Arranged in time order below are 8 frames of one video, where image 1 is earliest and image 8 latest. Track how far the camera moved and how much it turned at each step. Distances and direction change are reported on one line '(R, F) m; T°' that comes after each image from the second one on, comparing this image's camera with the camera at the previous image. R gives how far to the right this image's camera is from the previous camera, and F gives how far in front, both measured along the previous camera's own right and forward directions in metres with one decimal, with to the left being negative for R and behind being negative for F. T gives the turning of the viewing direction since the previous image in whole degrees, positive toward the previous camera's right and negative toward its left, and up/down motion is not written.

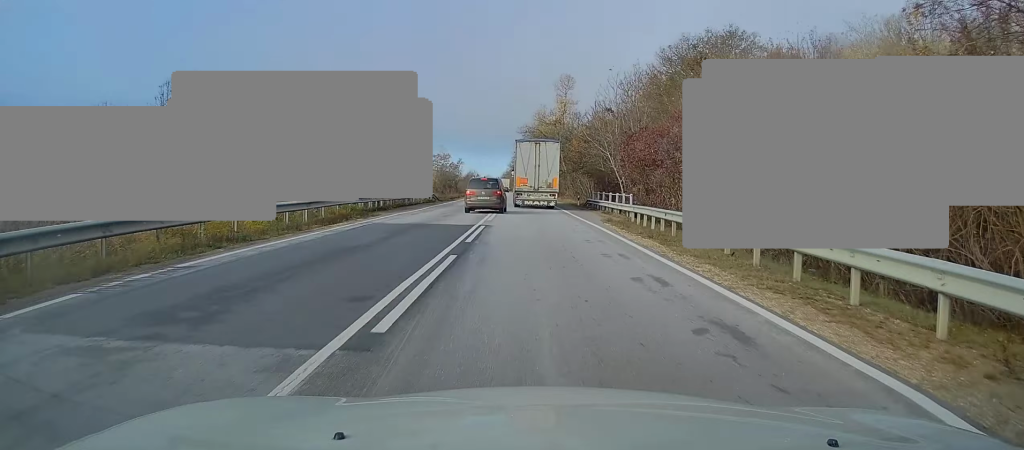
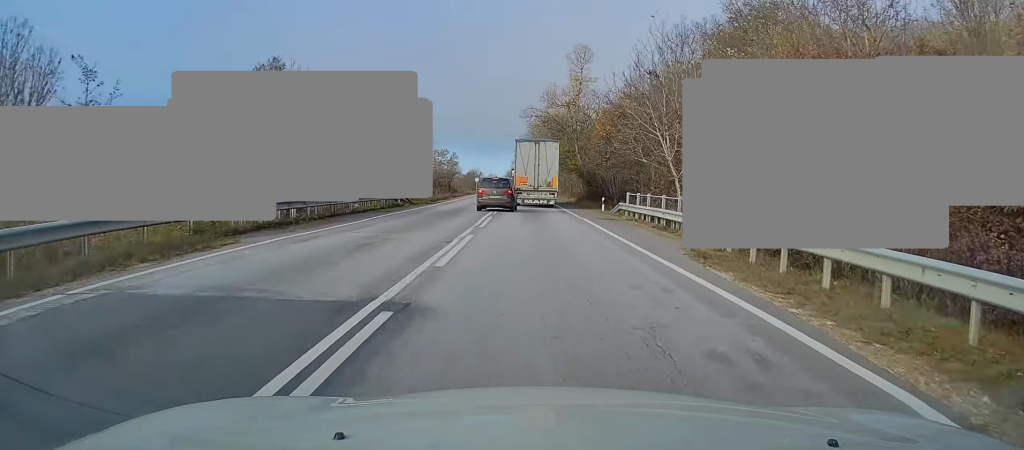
(-0.3, +13.9) m; 0°
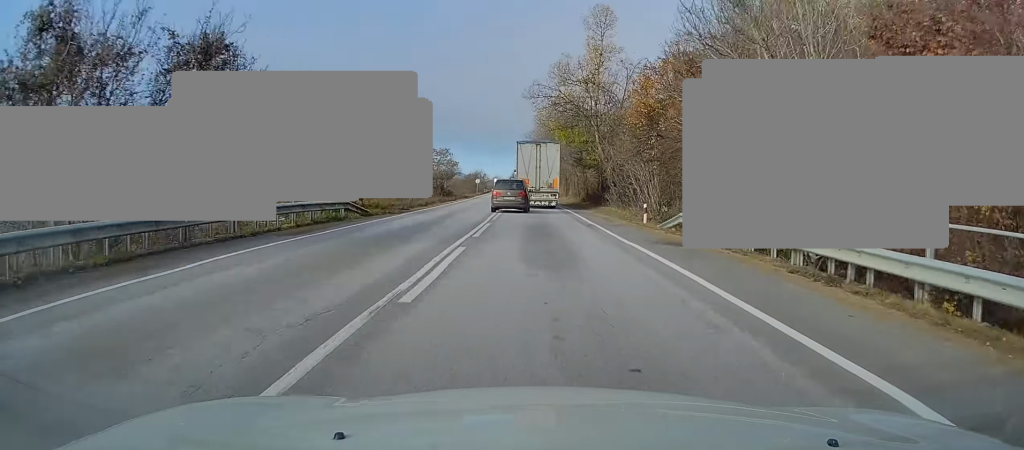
(+0.2, +11.9) m; 0°
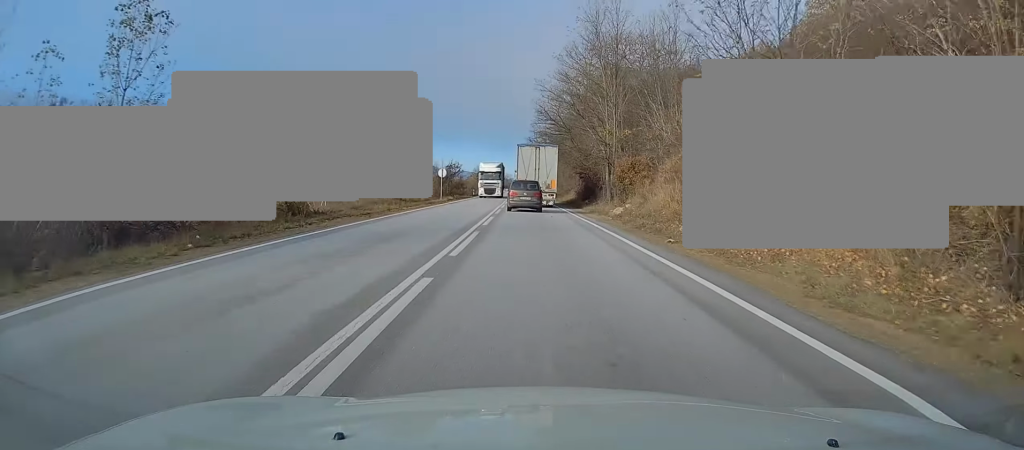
(-1.8, +58.2) m; -3°
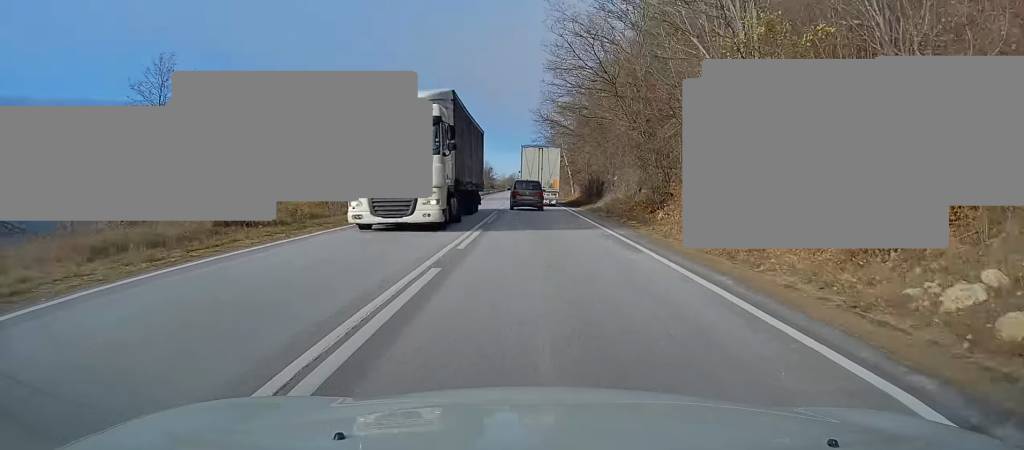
(+0.2, +25.8) m; 0°
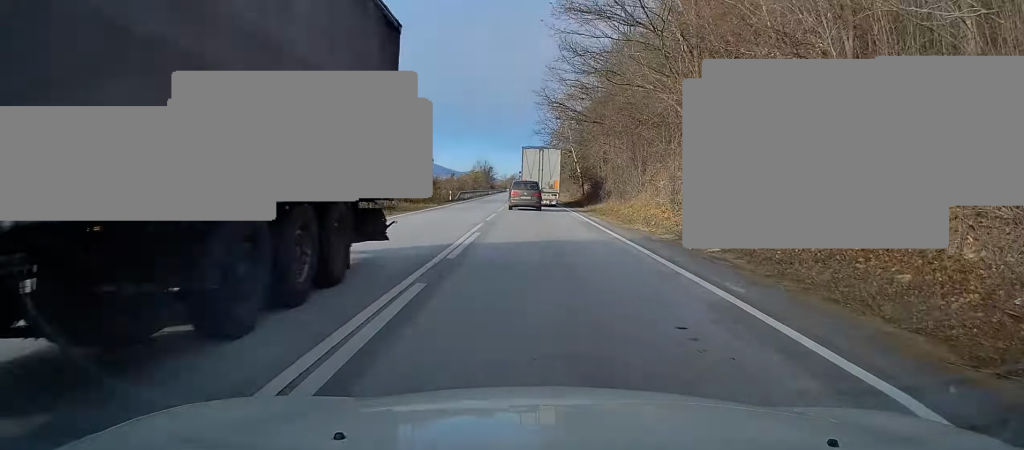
(-0.1, +10.5) m; -1°
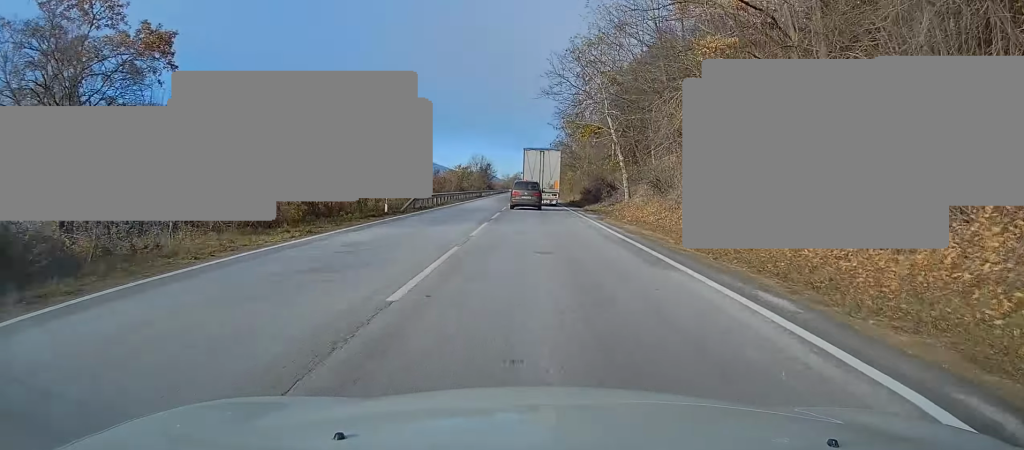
(-0.1, +26.0) m; 0°
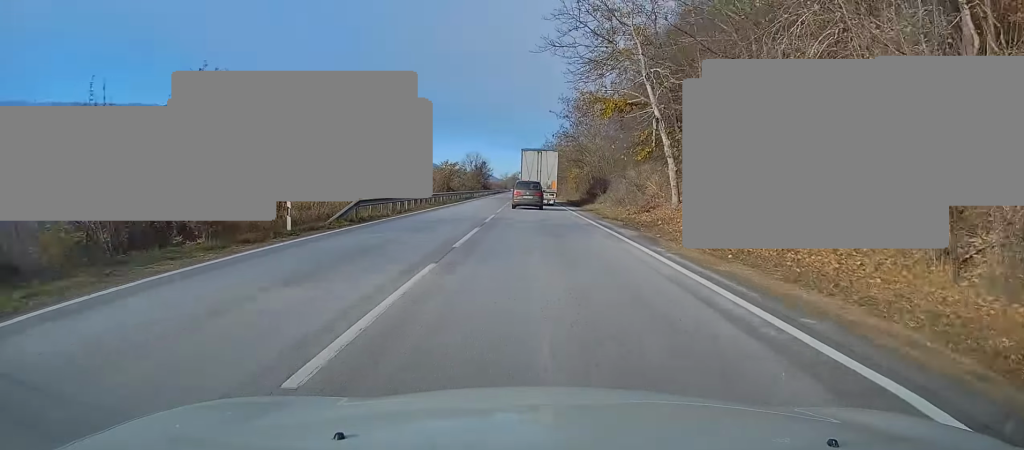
(0.0, +11.9) m; 0°
